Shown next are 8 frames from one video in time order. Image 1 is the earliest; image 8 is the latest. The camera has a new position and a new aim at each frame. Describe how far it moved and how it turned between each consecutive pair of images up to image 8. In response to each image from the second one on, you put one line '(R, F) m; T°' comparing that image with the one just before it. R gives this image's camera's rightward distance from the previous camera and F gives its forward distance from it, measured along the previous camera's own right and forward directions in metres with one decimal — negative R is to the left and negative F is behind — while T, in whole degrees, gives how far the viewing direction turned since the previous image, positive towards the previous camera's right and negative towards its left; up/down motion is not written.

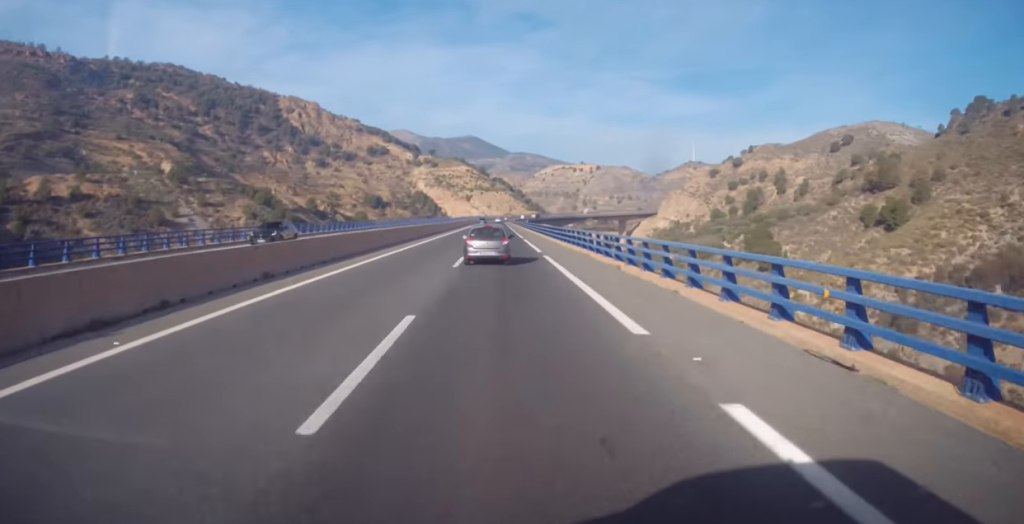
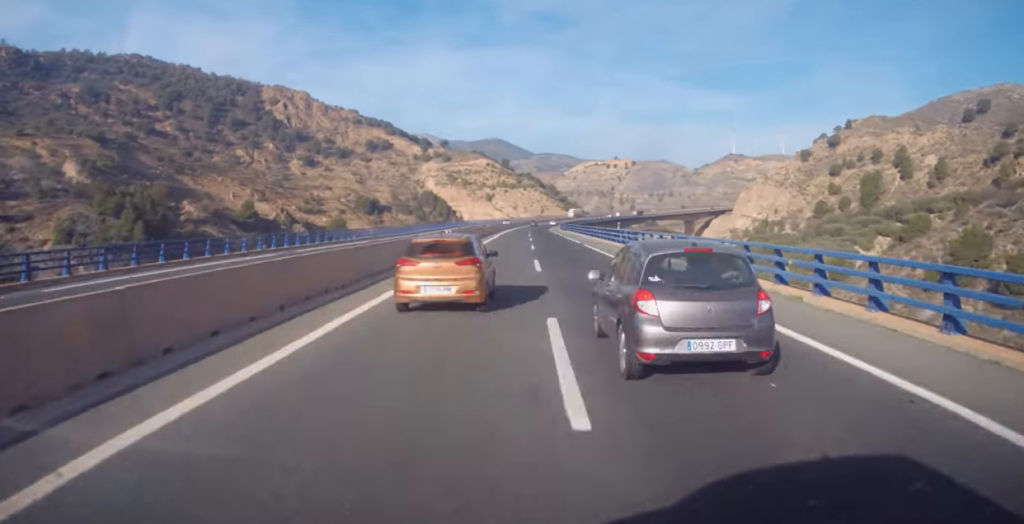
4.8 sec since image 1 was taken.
(-4.2, +165.5) m; +5°
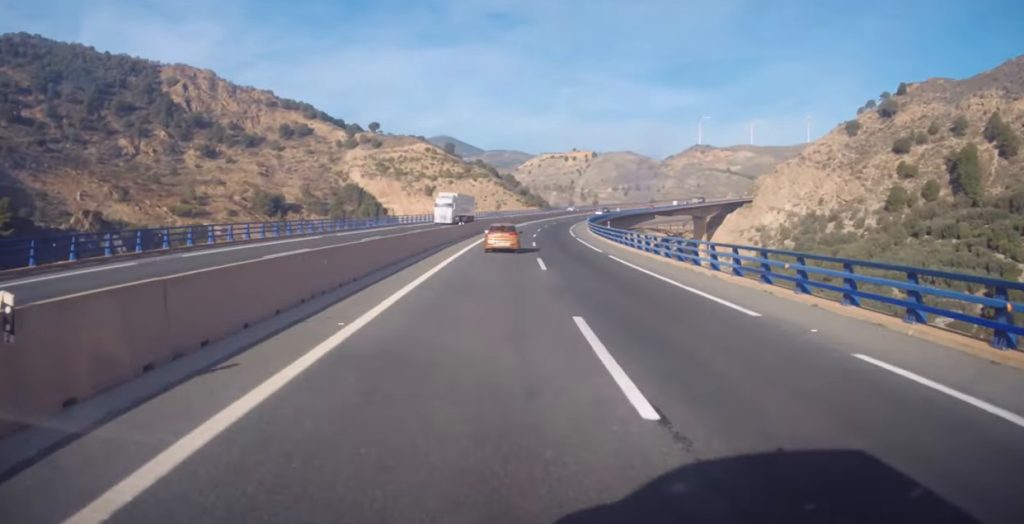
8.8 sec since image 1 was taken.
(+8.5, +135.9) m; +9°
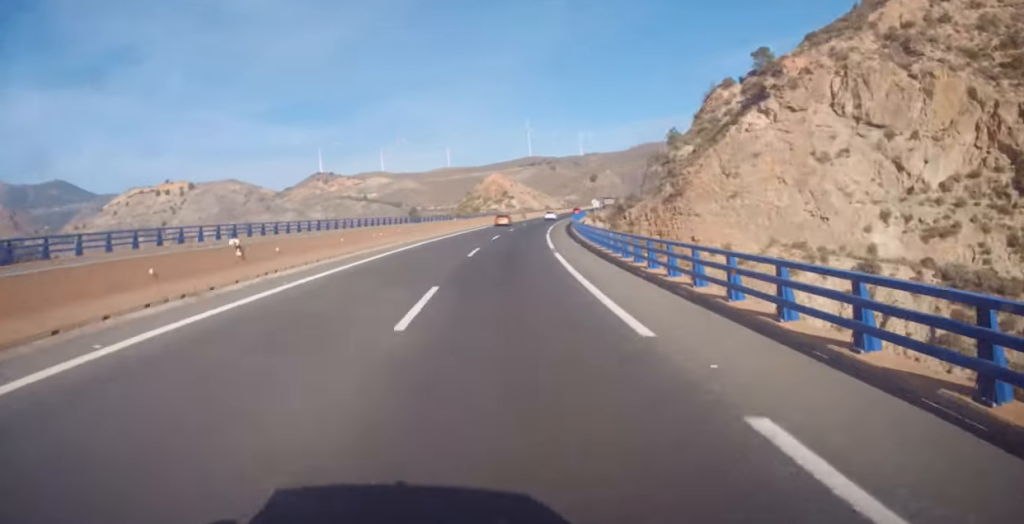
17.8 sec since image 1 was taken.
(+70.3, +298.4) m; +24°
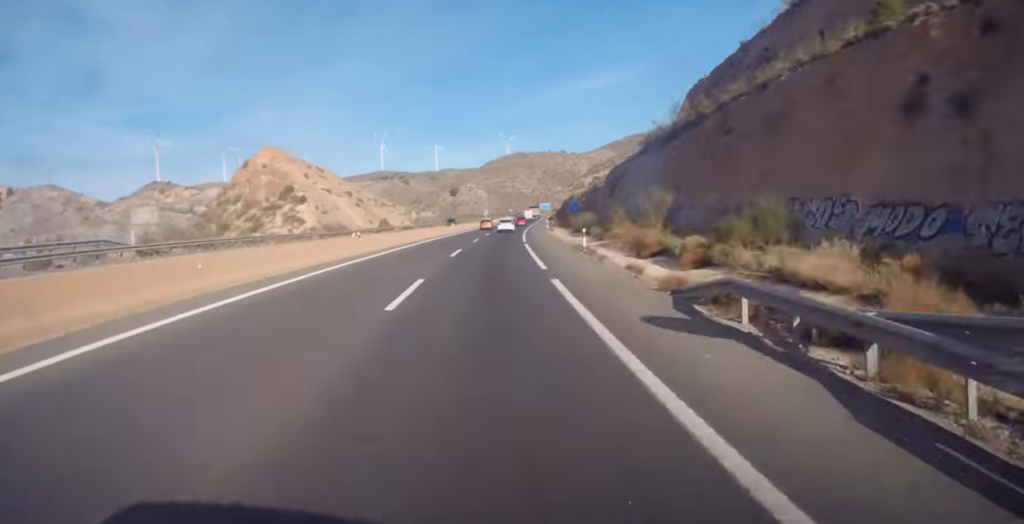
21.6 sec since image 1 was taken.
(+10.4, +133.3) m; +5°
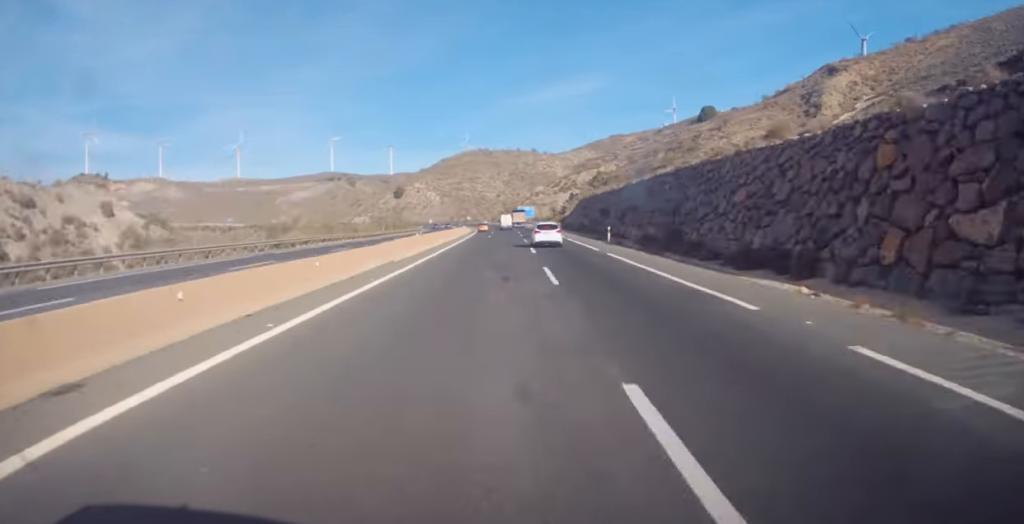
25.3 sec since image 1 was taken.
(+10.8, +129.5) m; -2°
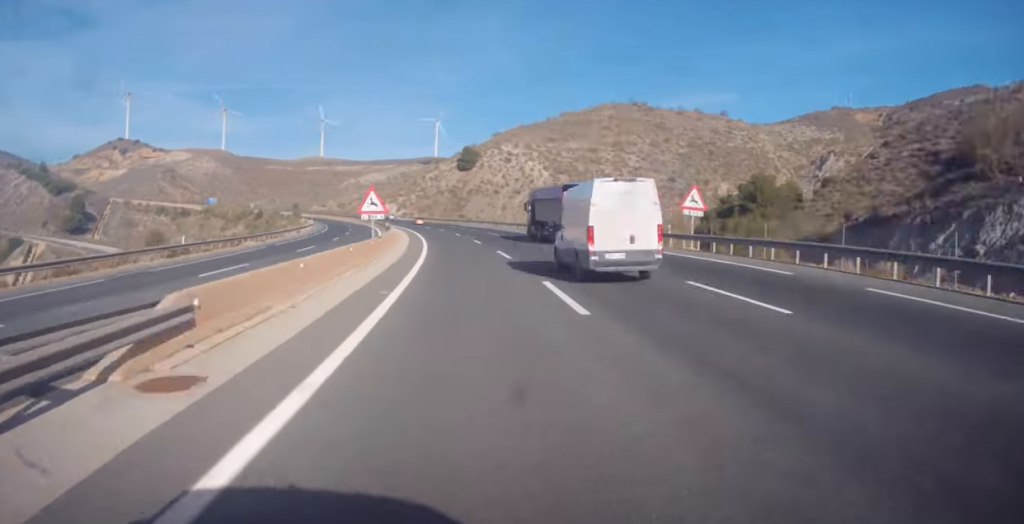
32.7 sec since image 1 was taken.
(-20.2, +251.9) m; -17°
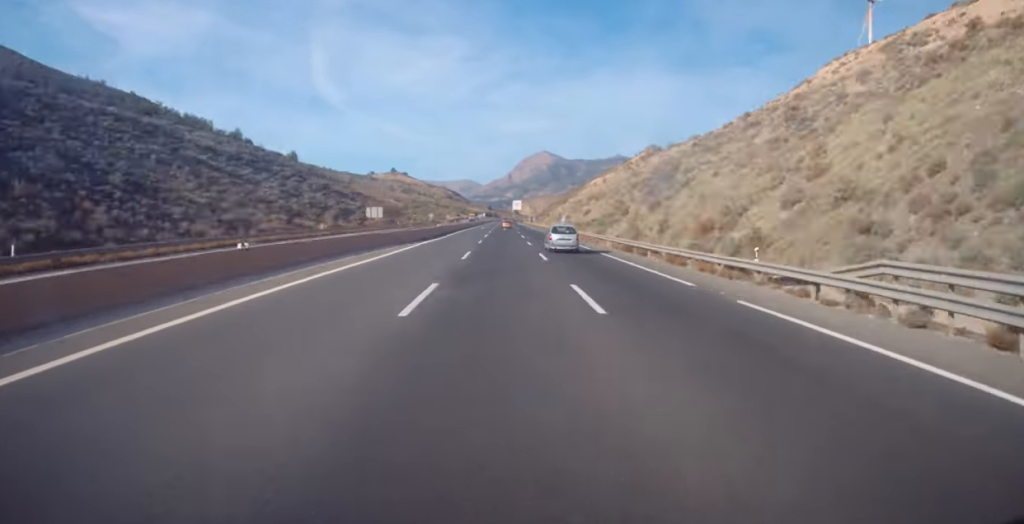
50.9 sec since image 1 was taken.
(-289.4, +528.1) m; -42°
